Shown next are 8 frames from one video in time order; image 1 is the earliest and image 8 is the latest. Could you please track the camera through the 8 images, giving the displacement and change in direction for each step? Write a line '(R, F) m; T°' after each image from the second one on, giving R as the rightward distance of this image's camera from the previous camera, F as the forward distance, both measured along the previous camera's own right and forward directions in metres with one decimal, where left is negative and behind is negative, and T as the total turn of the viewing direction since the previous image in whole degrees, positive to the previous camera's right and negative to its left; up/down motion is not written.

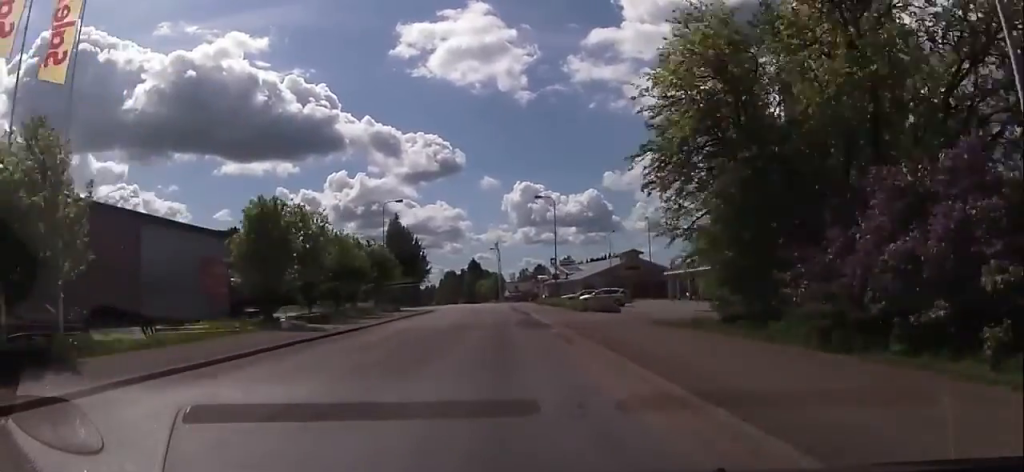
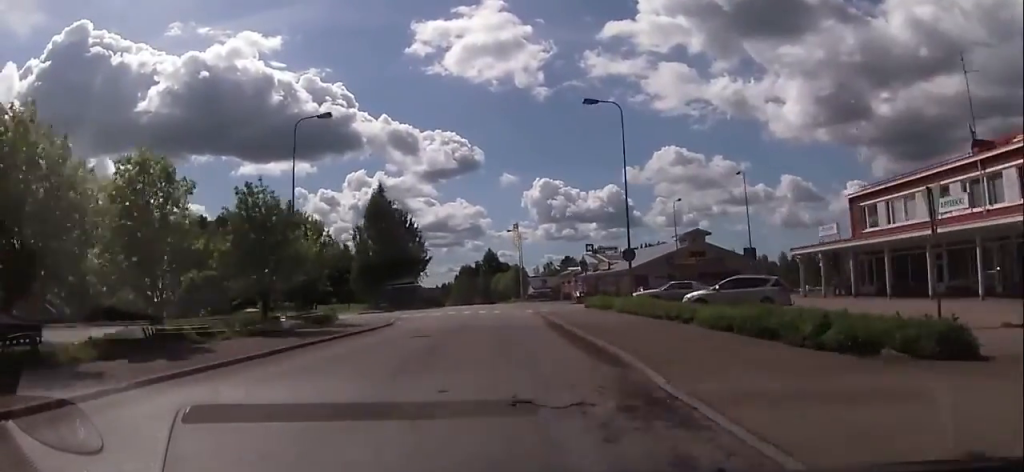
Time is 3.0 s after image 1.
(-1.3, +28.4) m; -4°
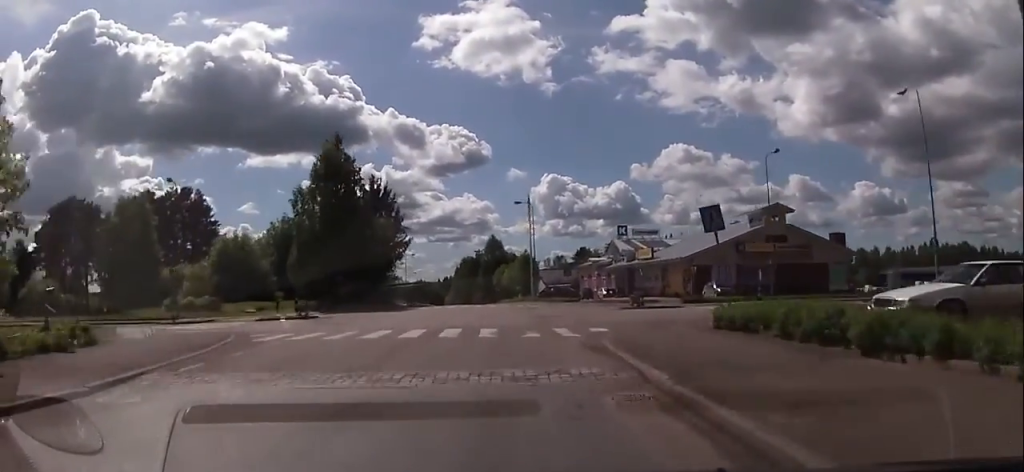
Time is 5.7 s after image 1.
(+0.1, +23.3) m; -1°
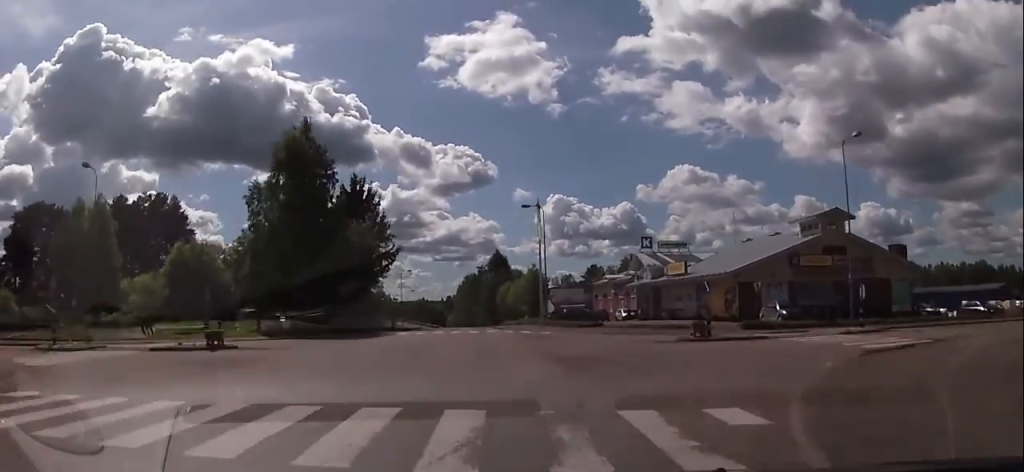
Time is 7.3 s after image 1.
(-0.2, +11.7) m; -3°
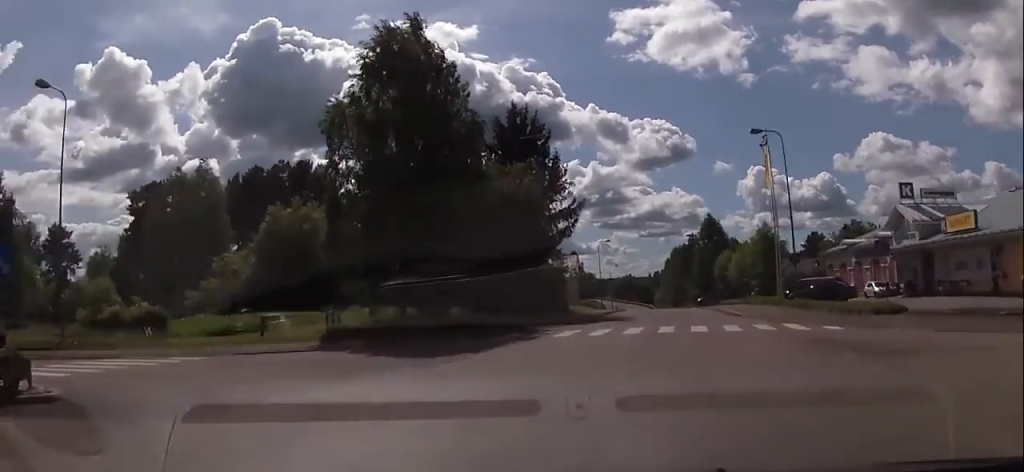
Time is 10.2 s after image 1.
(-1.0, +18.3) m; -25°
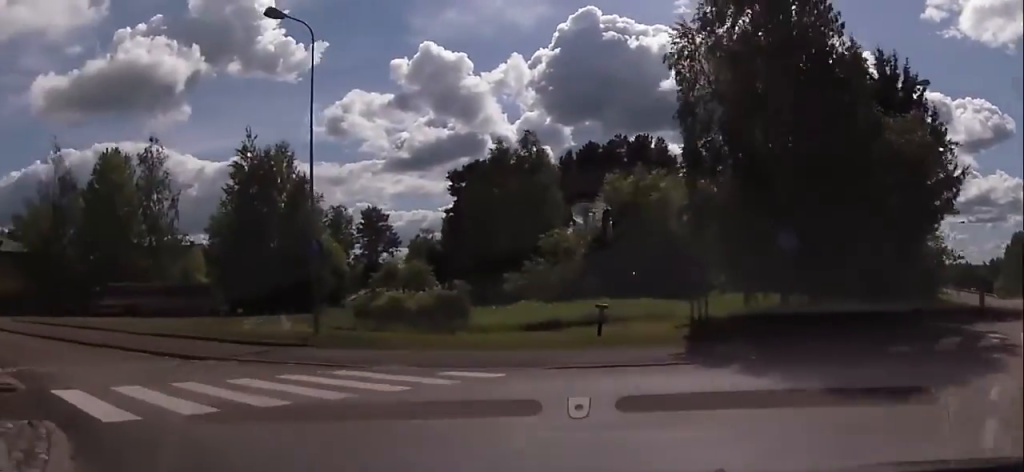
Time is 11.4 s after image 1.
(-2.2, +6.7) m; -25°
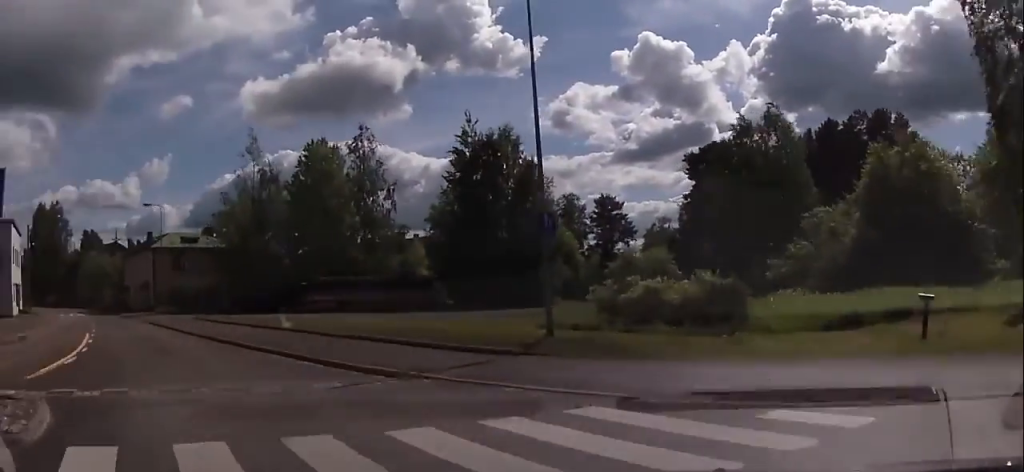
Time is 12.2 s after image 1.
(+0.1, +4.9) m; -18°
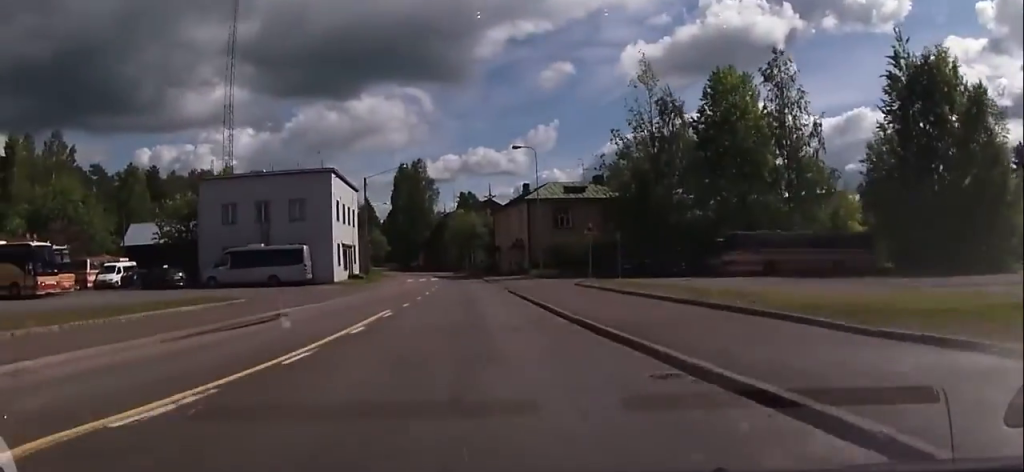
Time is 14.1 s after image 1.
(-4.4, +11.3) m; -25°
